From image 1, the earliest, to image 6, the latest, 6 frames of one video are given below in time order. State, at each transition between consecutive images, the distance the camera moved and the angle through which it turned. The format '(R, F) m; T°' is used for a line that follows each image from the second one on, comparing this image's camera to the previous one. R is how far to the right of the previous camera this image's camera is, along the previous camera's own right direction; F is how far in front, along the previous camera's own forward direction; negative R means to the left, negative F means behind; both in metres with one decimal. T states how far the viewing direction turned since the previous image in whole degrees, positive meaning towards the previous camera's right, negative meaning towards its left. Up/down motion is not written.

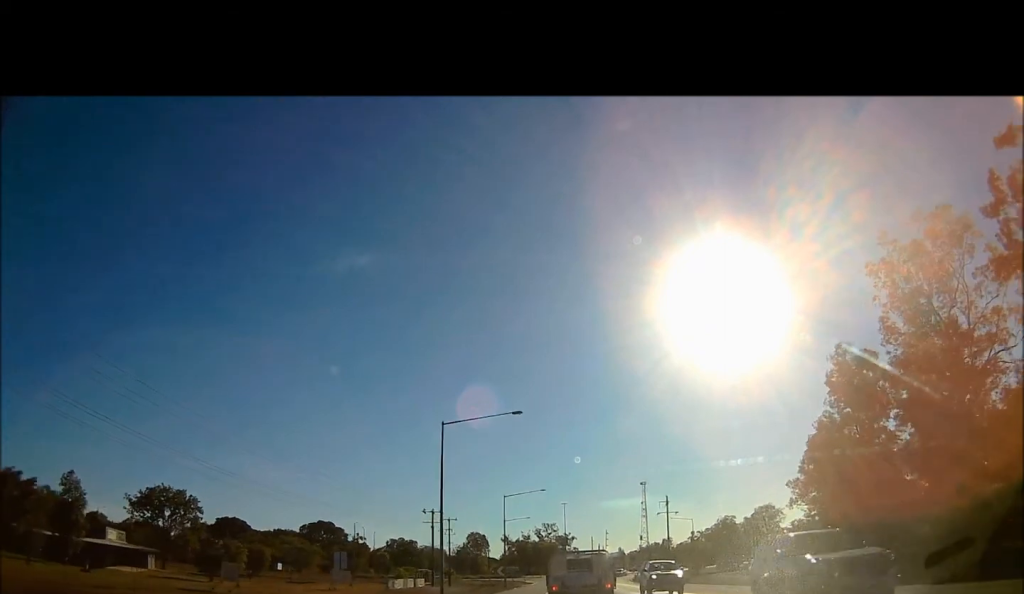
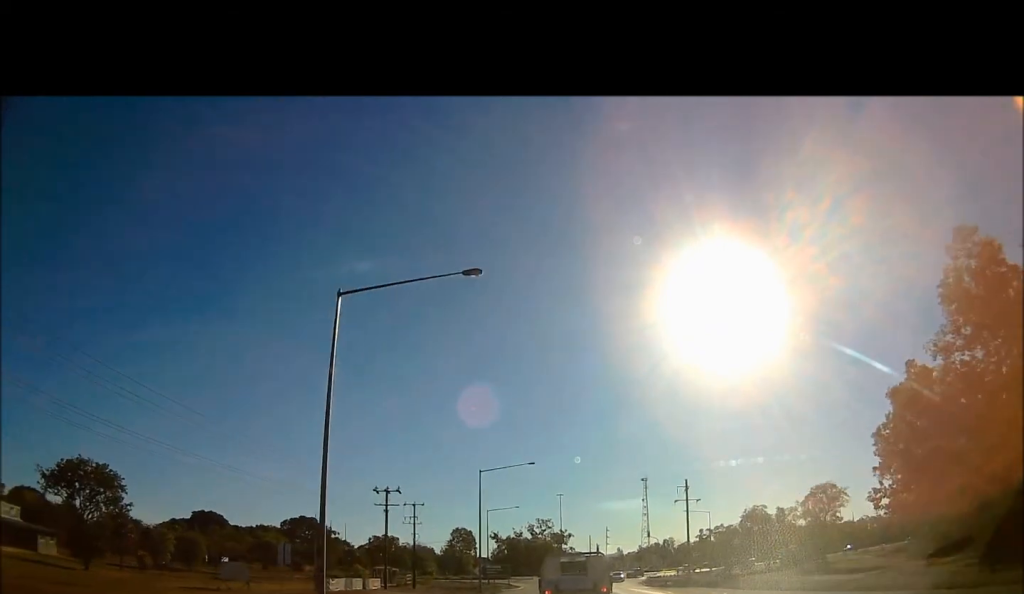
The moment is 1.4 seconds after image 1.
(0.0, +22.5) m; 0°
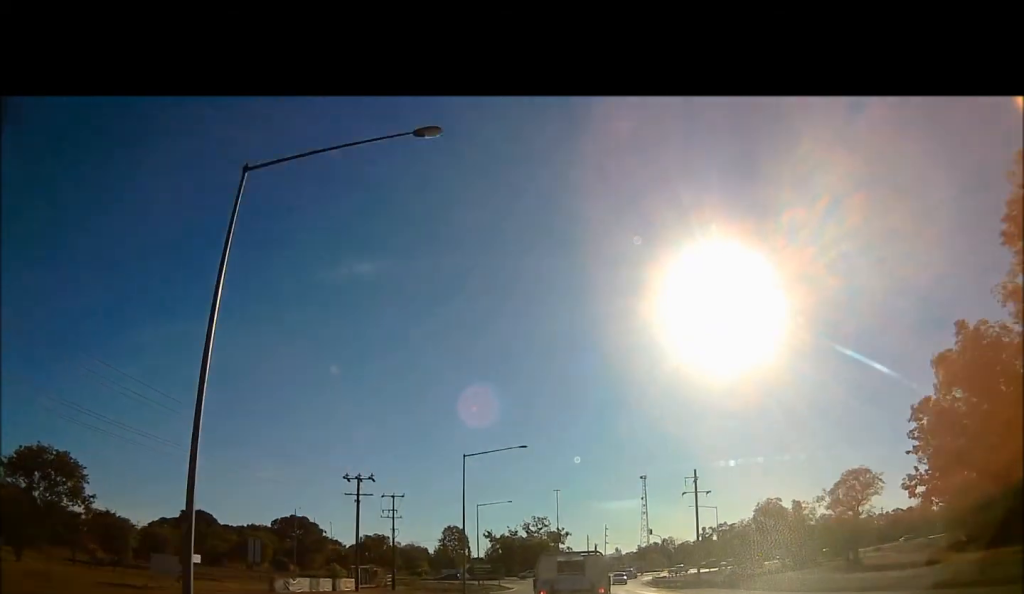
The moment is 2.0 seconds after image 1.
(0.0, +8.4) m; -1°
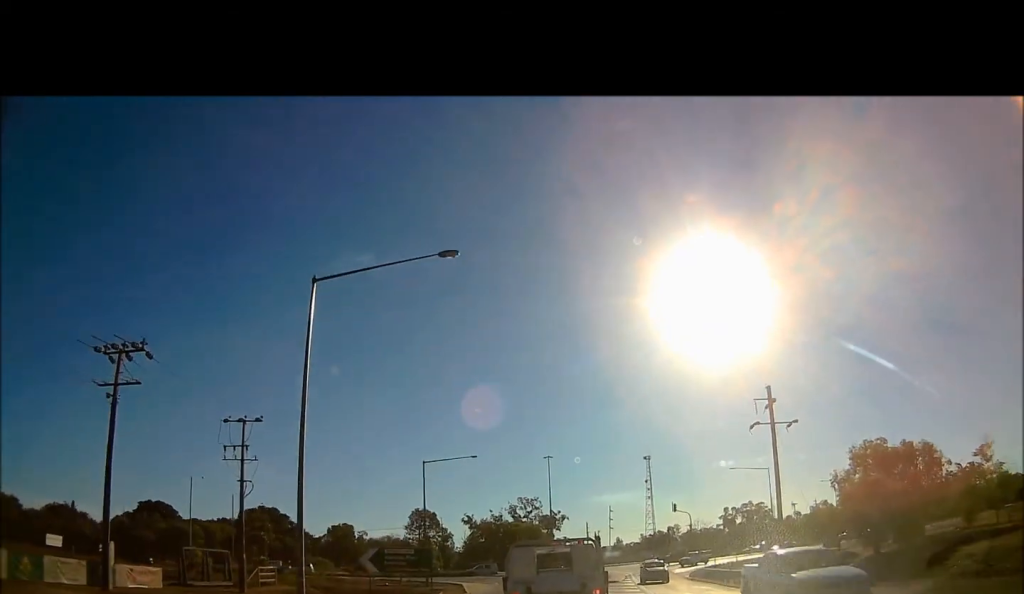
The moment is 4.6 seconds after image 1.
(+0.1, +34.6) m; +2°
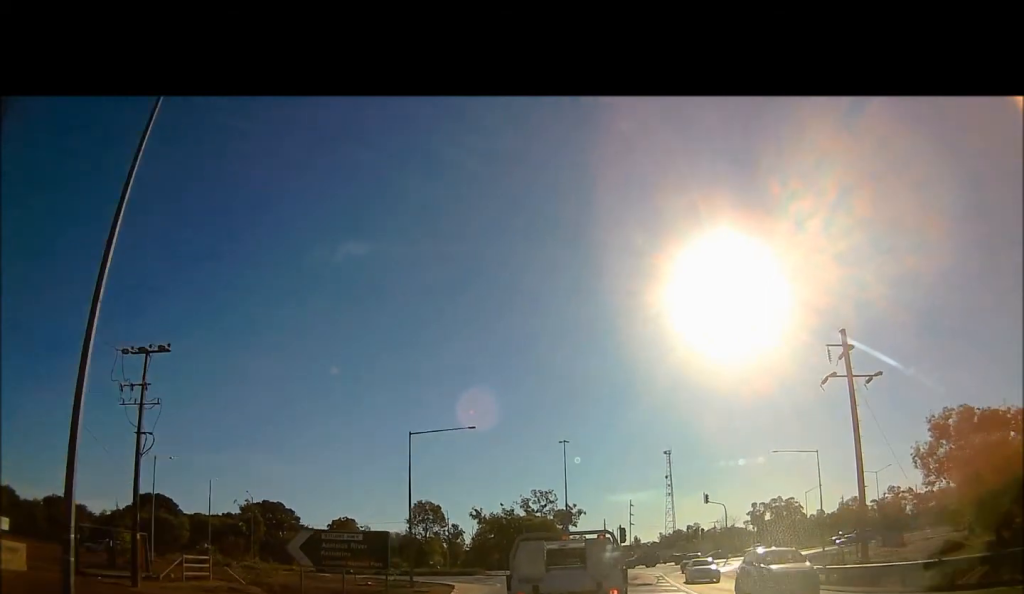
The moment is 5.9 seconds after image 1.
(-0.2, +12.8) m; -3°
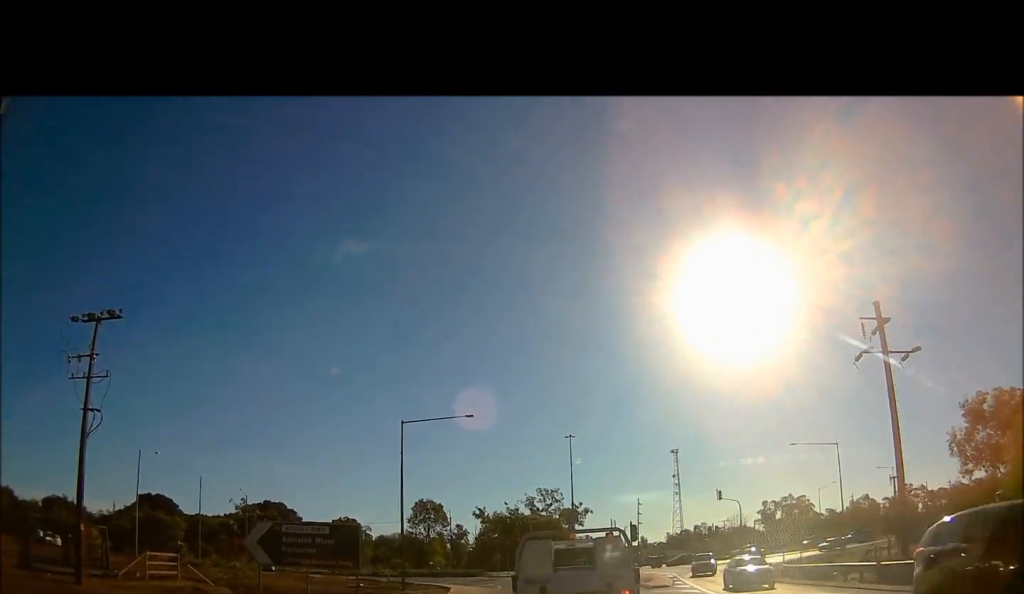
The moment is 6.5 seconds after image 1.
(-0.1, +5.2) m; -2°
